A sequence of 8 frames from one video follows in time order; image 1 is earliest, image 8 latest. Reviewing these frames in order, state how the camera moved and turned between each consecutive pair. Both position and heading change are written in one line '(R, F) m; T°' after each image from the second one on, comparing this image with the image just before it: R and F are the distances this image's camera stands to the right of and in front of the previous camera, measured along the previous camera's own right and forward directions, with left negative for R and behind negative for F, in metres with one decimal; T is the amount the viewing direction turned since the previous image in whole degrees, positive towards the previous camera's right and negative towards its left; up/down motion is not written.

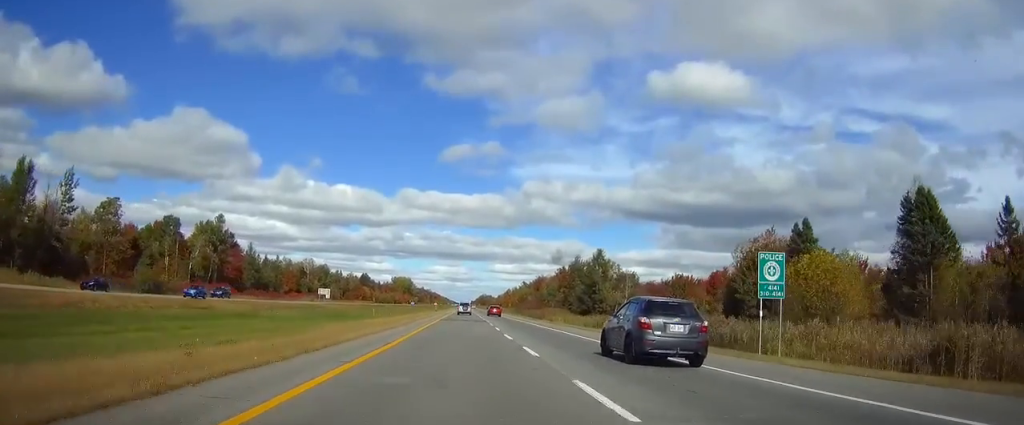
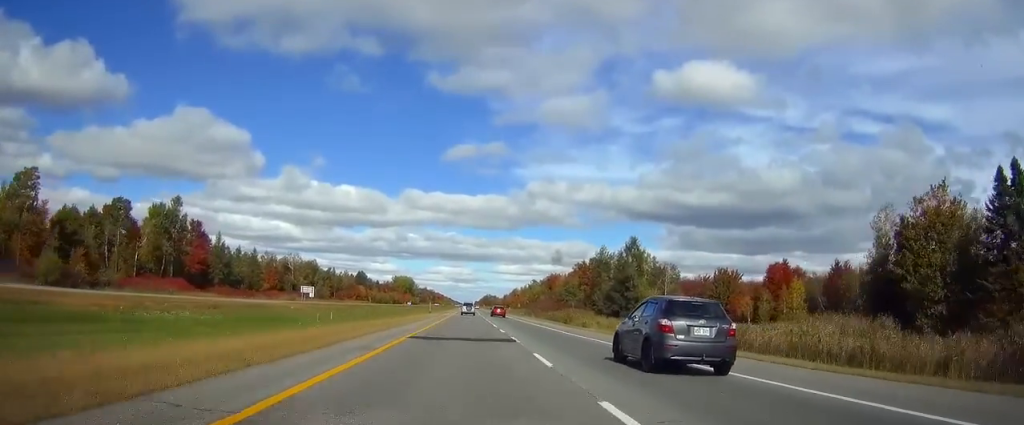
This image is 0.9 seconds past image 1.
(-0.1, +29.5) m; 0°
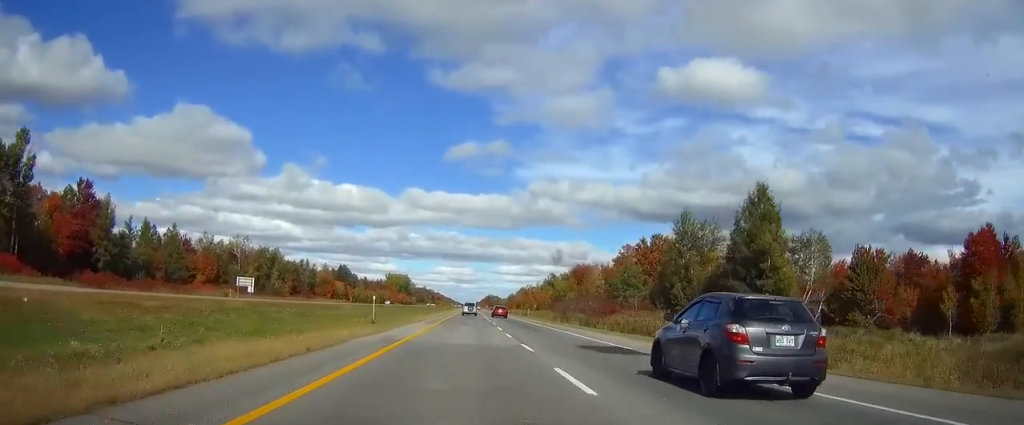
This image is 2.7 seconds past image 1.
(-0.1, +59.1) m; 0°
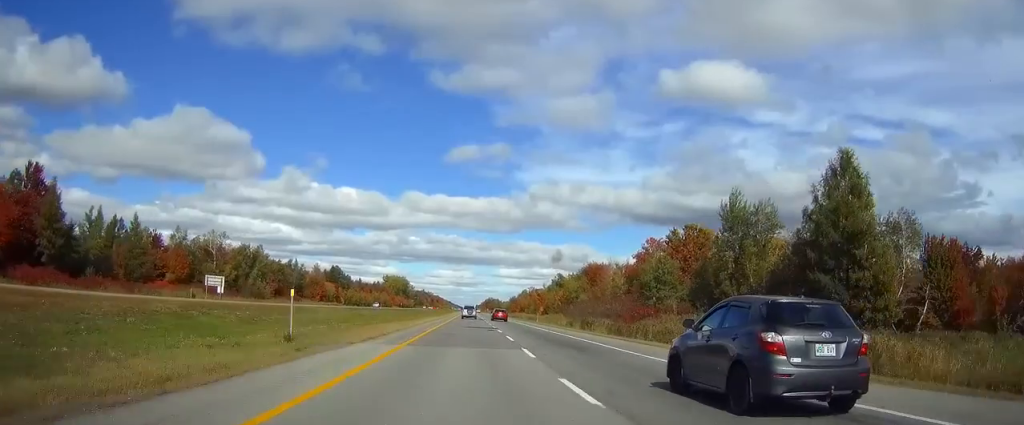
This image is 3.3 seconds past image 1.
(0.0, +18.6) m; 0°
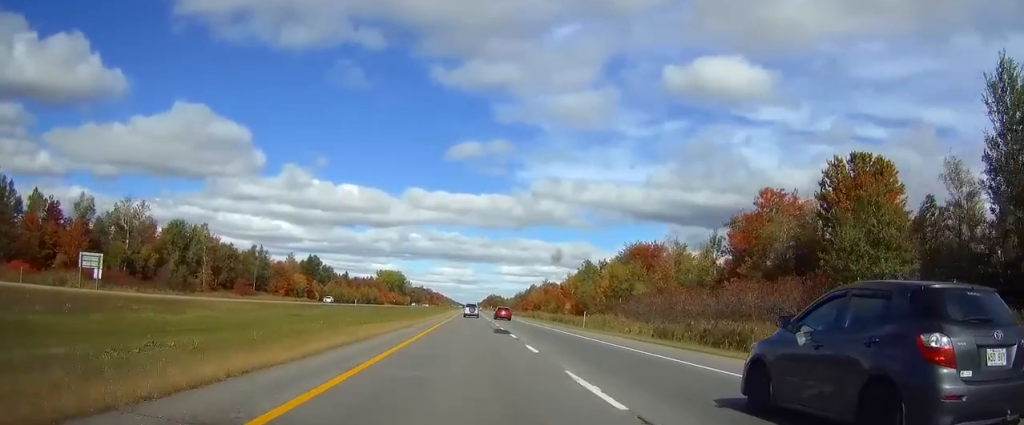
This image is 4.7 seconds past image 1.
(-0.1, +47.0) m; 0°
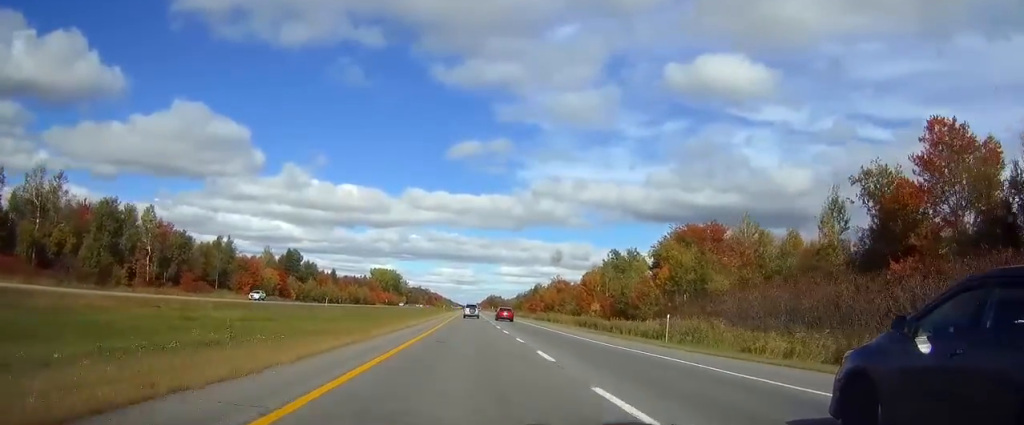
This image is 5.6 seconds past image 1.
(0.0, +30.5) m; 0°
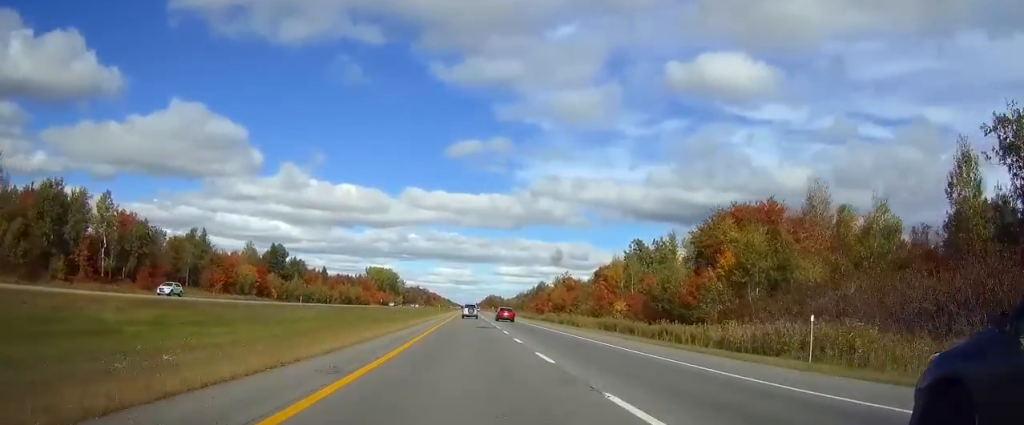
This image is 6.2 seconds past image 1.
(0.0, +18.5) m; 0°
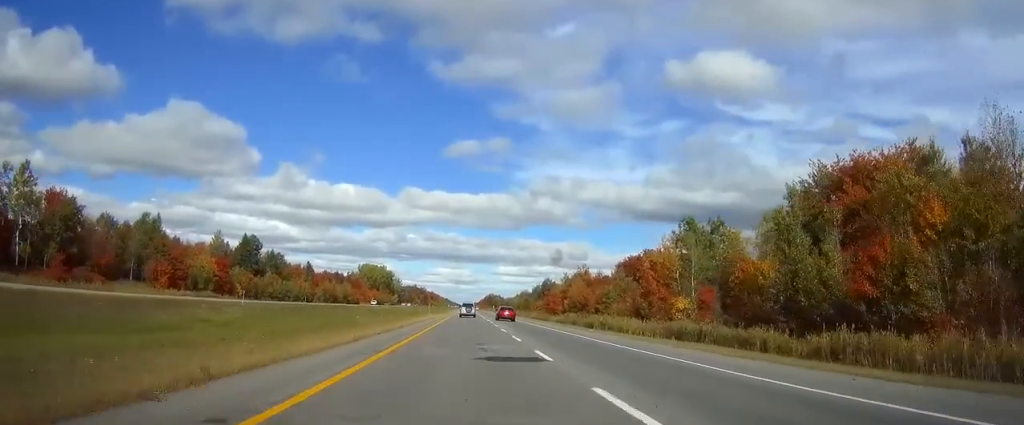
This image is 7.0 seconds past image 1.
(0.0, +27.2) m; 0°
